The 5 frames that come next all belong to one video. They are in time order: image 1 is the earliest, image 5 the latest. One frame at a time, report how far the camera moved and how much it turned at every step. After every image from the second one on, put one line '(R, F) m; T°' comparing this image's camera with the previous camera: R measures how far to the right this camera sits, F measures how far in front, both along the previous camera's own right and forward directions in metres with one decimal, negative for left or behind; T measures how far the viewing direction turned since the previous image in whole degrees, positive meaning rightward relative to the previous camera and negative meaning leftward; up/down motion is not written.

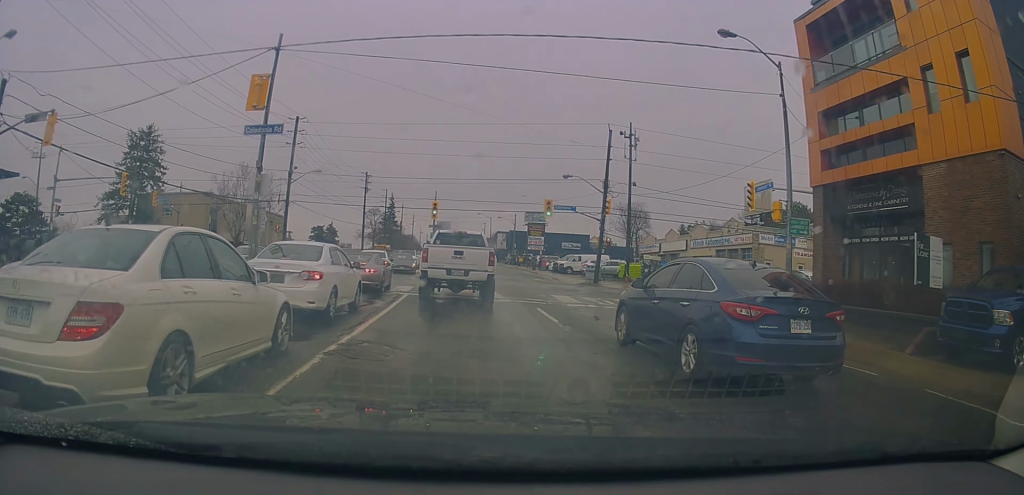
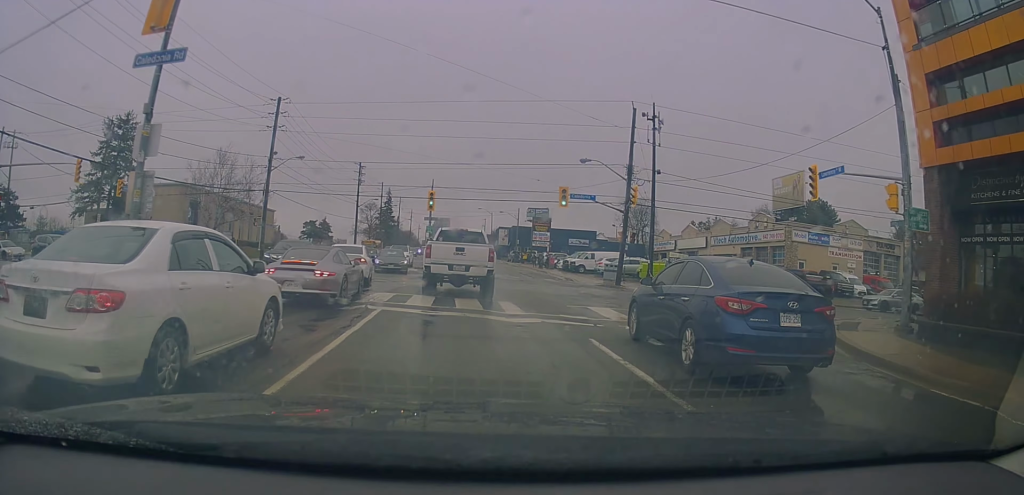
(-0.2, +6.2) m; 0°
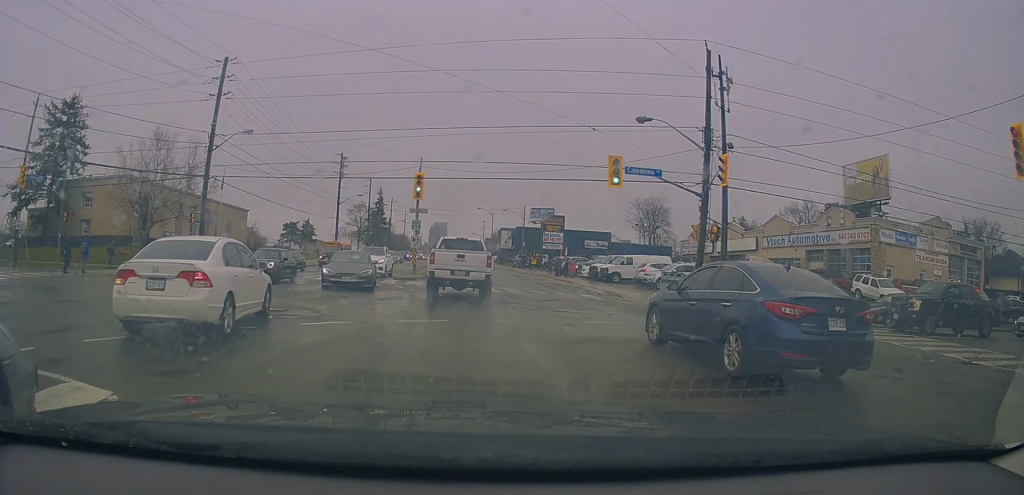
(+0.5, +12.6) m; +5°
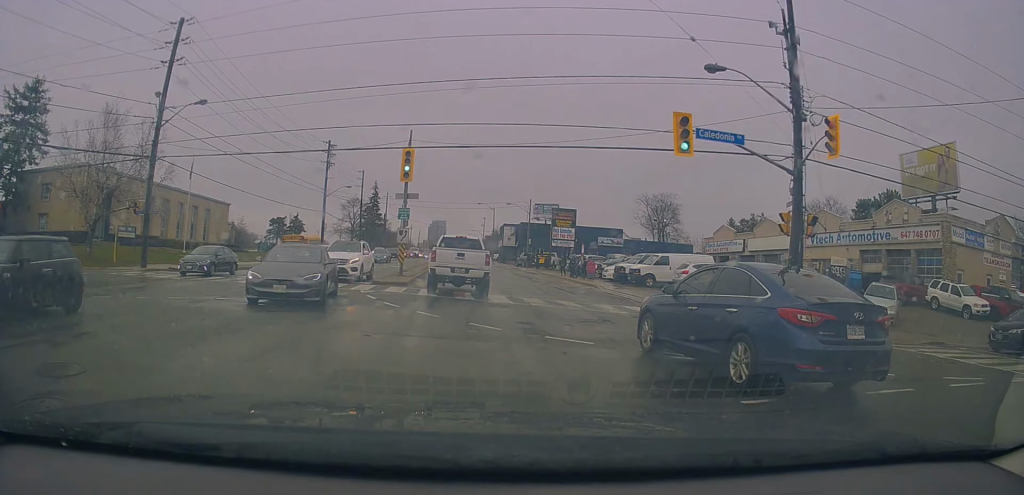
(+0.1, +7.8) m; -1°
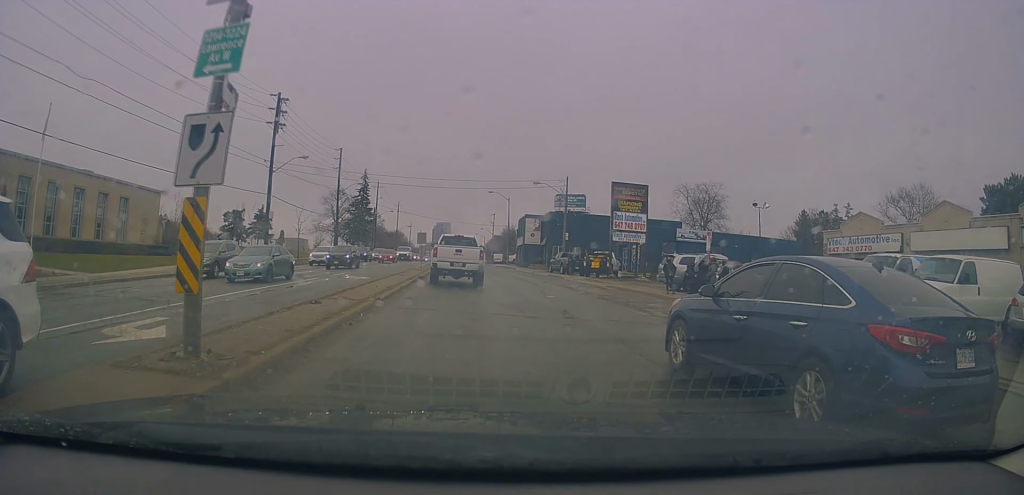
(-1.1, +23.8) m; -3°
